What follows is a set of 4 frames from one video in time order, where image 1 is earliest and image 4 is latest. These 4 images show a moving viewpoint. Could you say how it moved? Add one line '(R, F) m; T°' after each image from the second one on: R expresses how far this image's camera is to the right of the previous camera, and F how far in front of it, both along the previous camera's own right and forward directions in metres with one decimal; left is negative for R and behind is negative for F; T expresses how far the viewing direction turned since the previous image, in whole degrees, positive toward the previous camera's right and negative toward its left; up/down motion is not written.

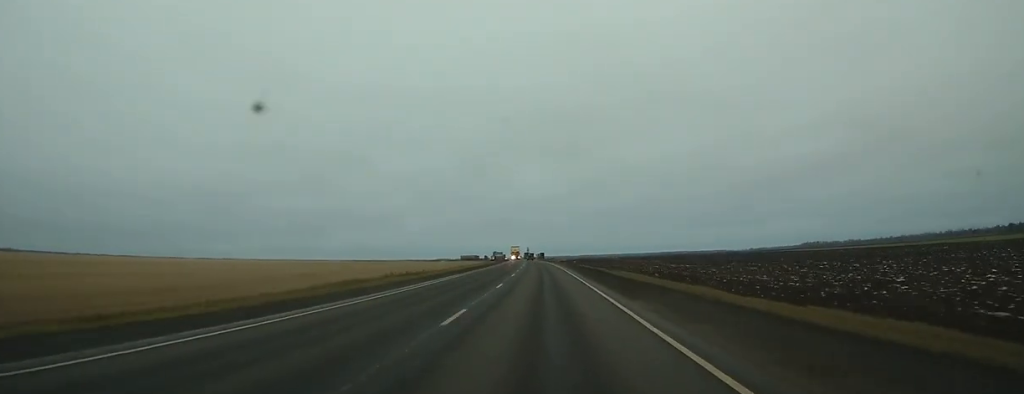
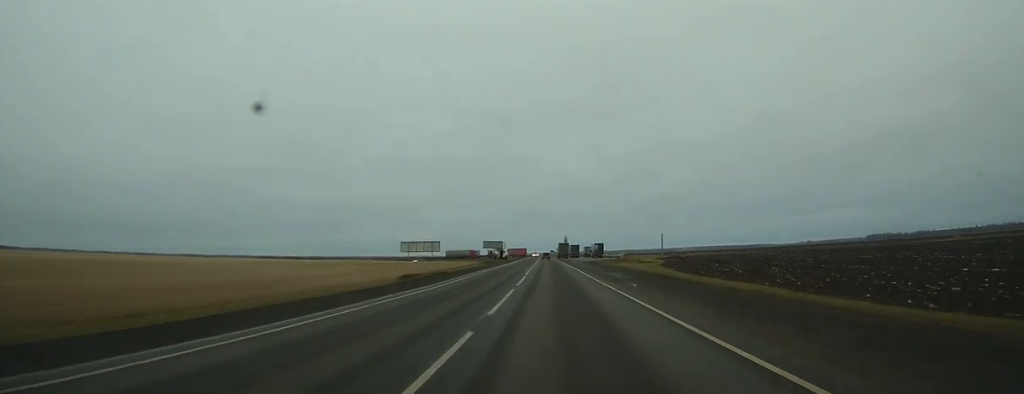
(-7.2, +233.4) m; -3°
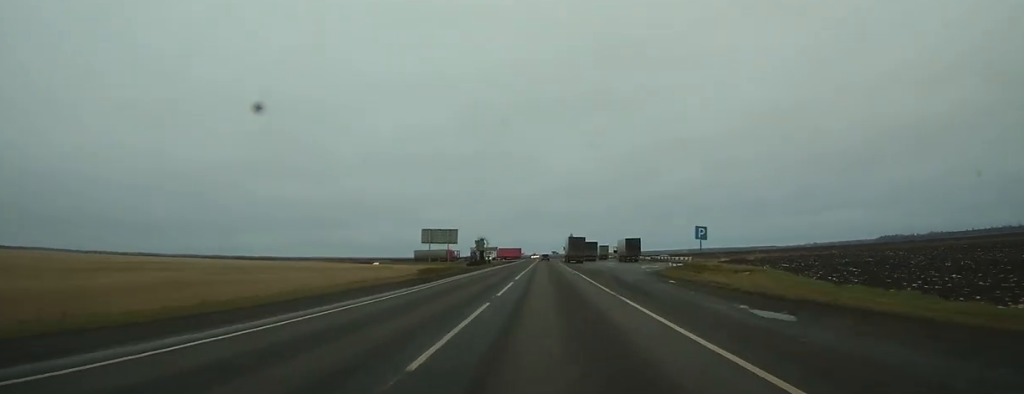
(-0.5, +63.2) m; 0°
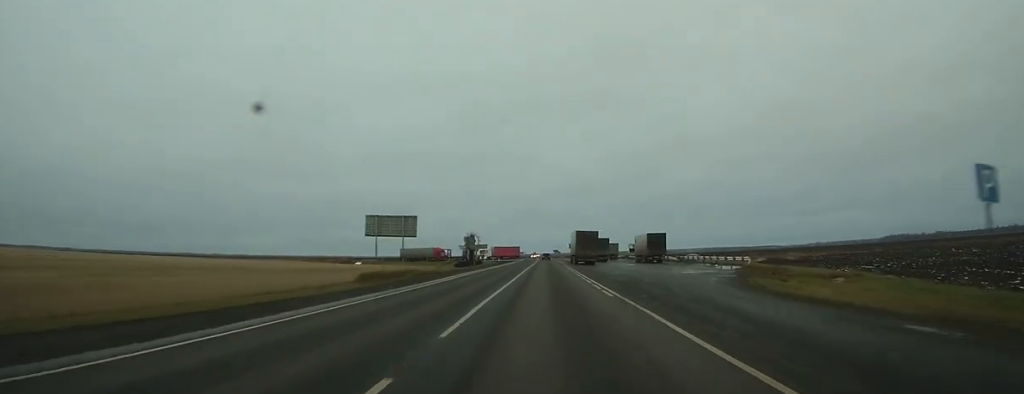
(0.0, +20.5) m; 0°
